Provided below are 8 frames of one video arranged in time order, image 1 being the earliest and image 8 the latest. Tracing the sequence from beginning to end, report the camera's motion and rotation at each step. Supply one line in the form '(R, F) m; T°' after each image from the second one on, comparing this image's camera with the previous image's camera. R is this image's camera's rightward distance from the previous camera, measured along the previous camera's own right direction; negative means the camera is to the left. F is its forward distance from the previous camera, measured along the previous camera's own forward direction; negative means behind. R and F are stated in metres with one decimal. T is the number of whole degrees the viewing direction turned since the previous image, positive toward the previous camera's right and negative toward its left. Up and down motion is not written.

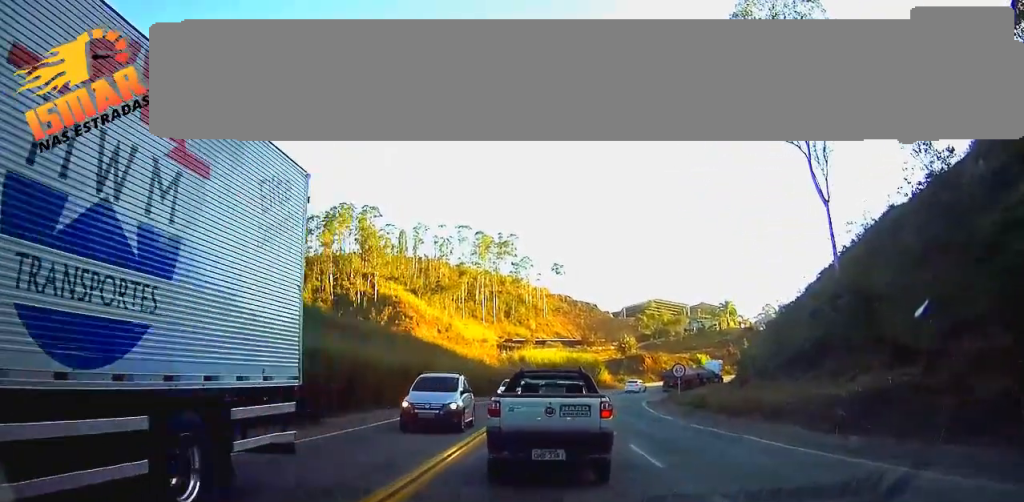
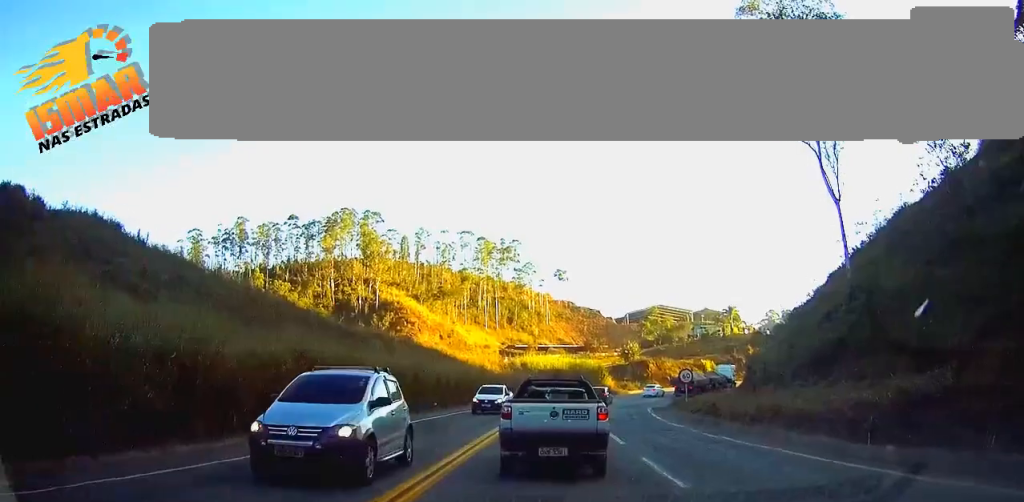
(-0.1, +1.8) m; 0°
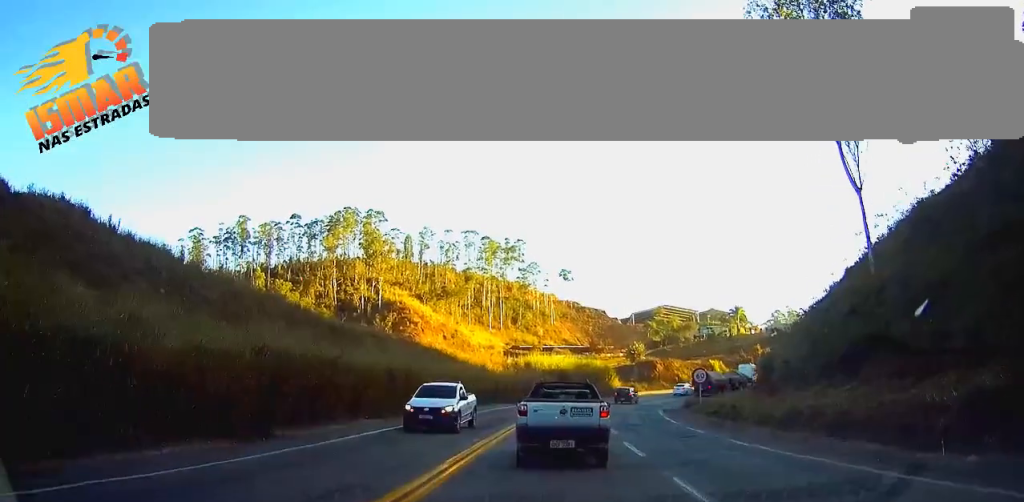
(+0.1, +2.7) m; +2°
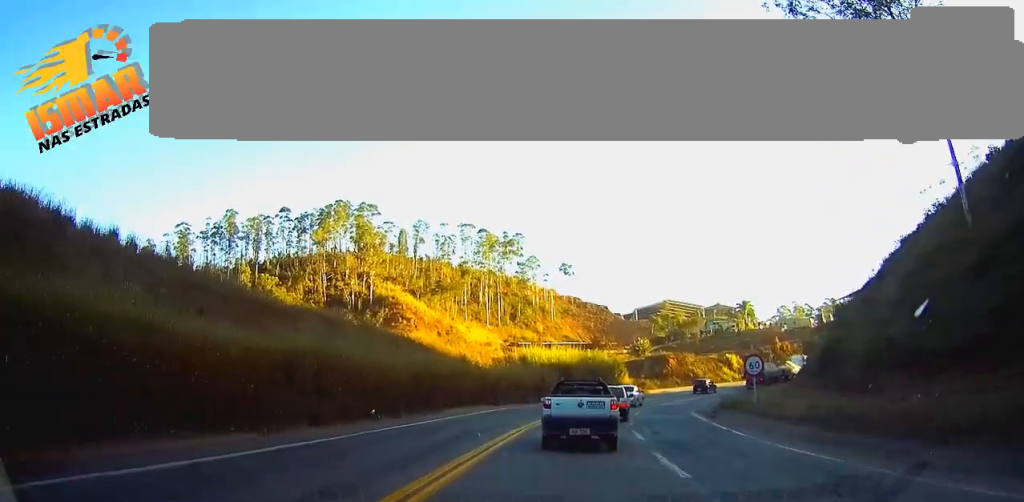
(+0.5, +9.7) m; +4°
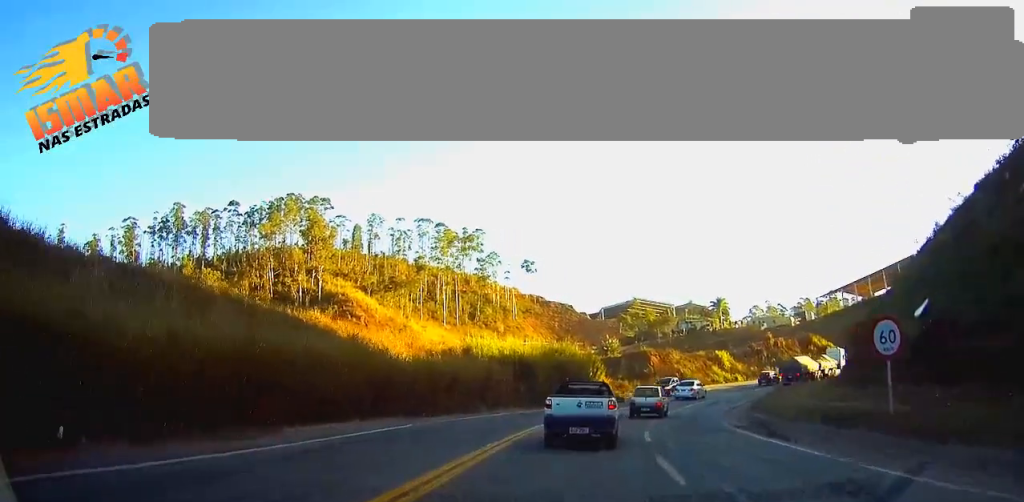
(+0.4, +15.0) m; +2°
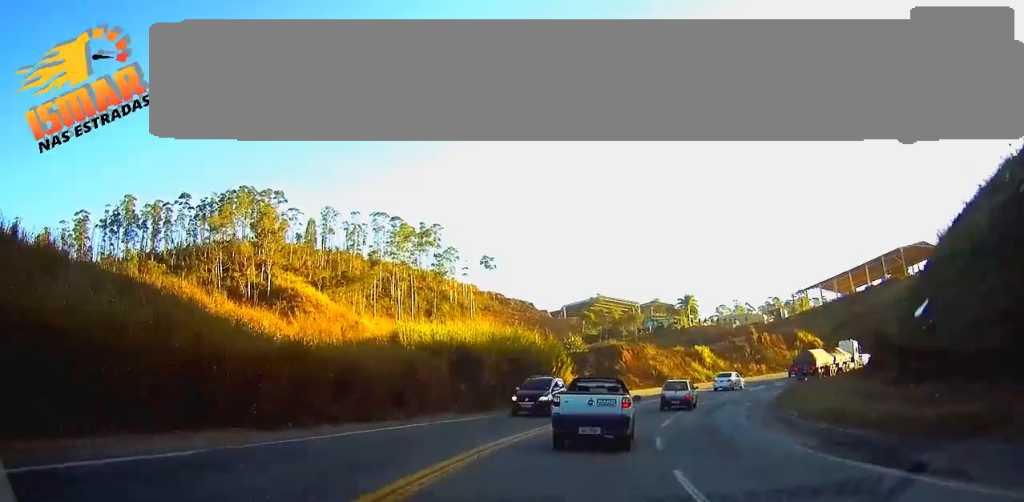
(0.0, +10.7) m; +1°
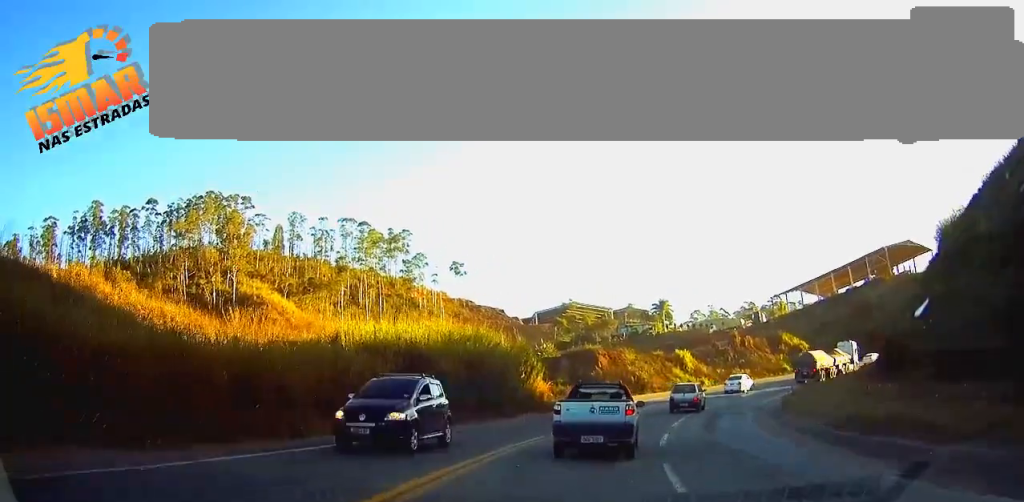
(-0.1, +5.3) m; +1°
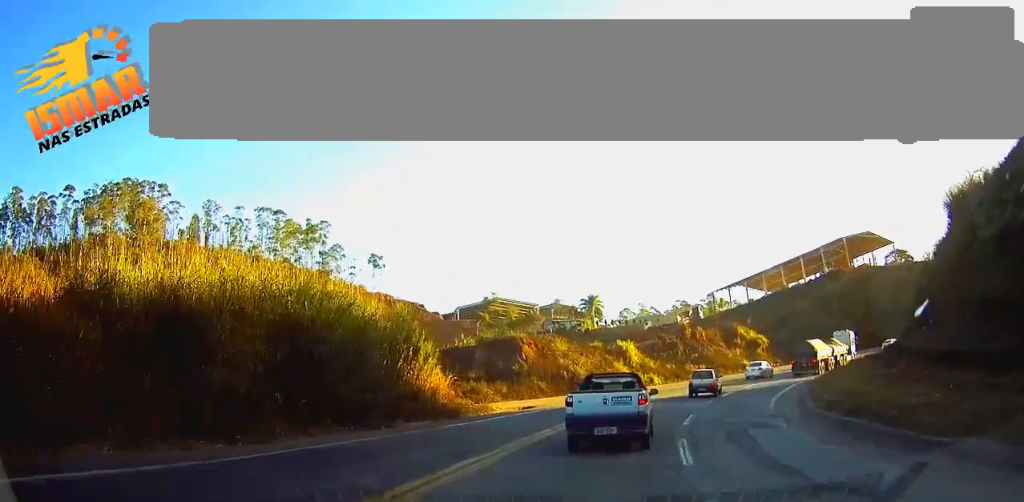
(+0.6, +13.7) m; +6°
